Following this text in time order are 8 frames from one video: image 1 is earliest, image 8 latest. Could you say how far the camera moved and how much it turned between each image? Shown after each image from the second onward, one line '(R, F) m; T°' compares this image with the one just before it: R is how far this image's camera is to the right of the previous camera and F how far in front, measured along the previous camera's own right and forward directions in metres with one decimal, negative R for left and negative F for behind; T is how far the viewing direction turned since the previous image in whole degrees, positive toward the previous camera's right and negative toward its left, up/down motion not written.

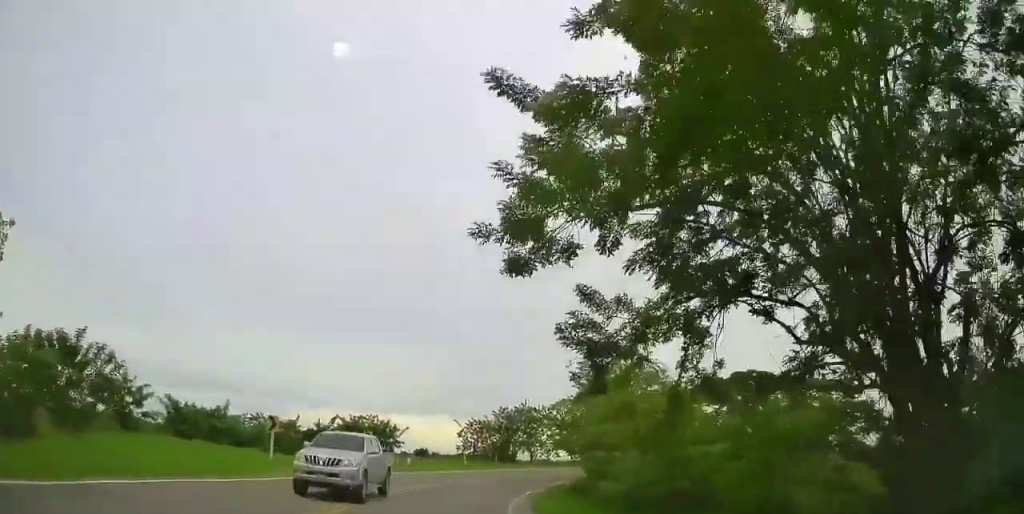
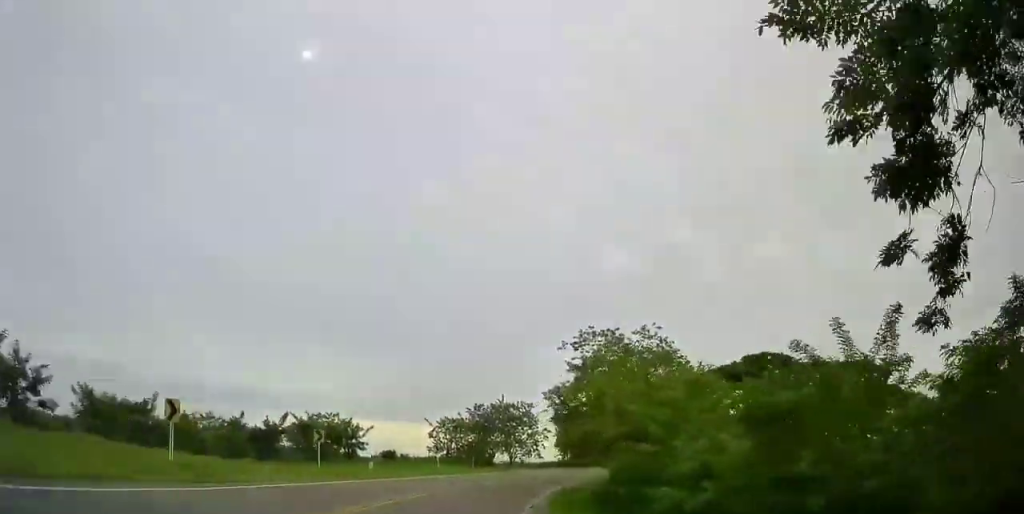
(-0.3, +8.2) m; -1°
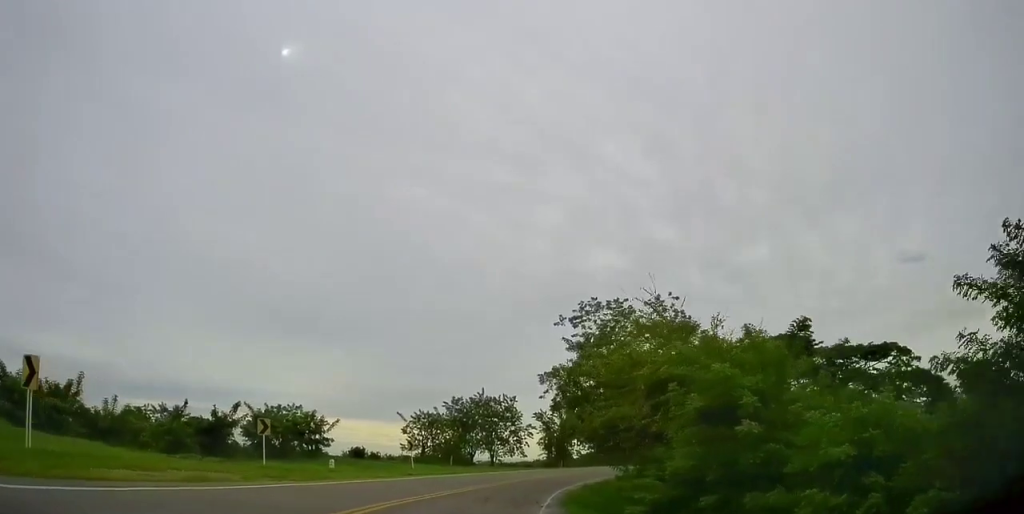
(-0.1, +7.0) m; -1°
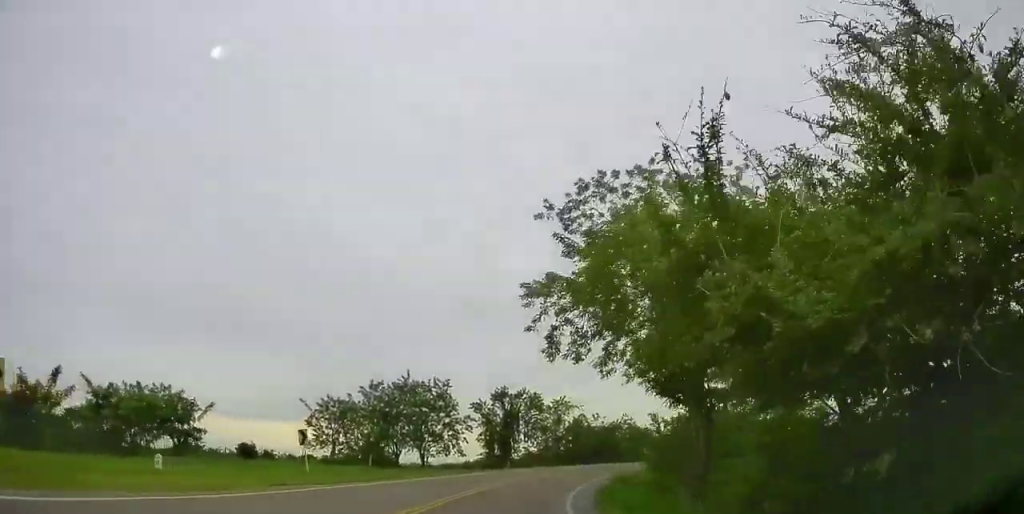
(+0.2, +15.2) m; +5°
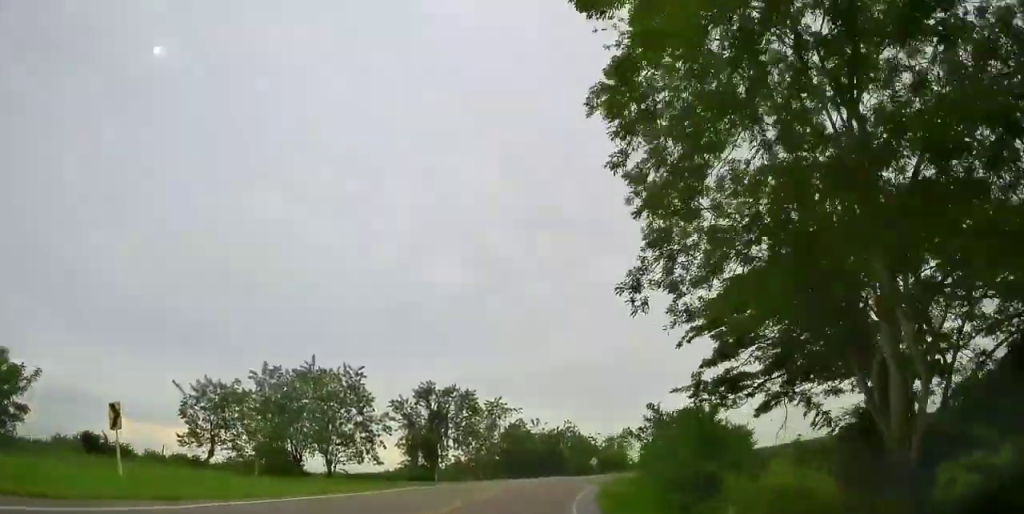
(+0.9, +12.2) m; +4°
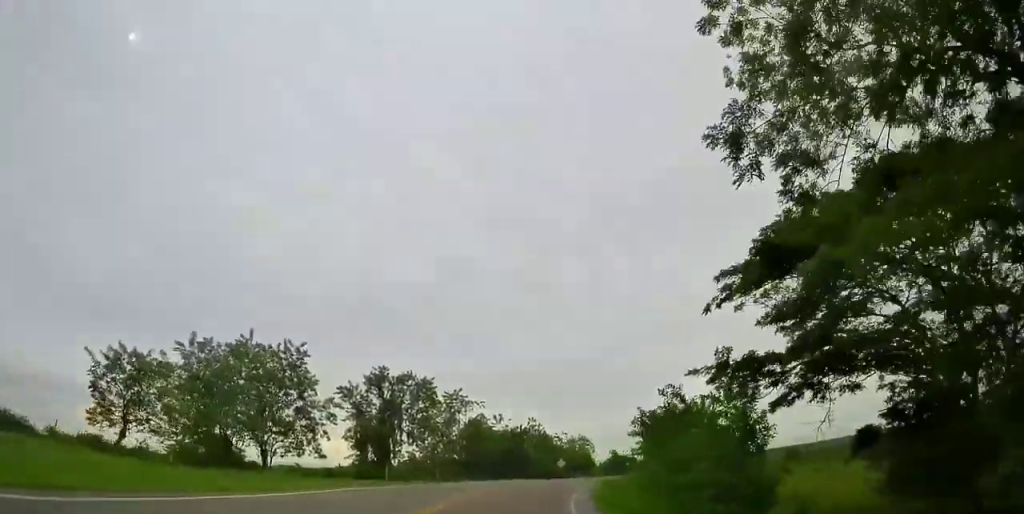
(0.0, +6.3) m; +4°
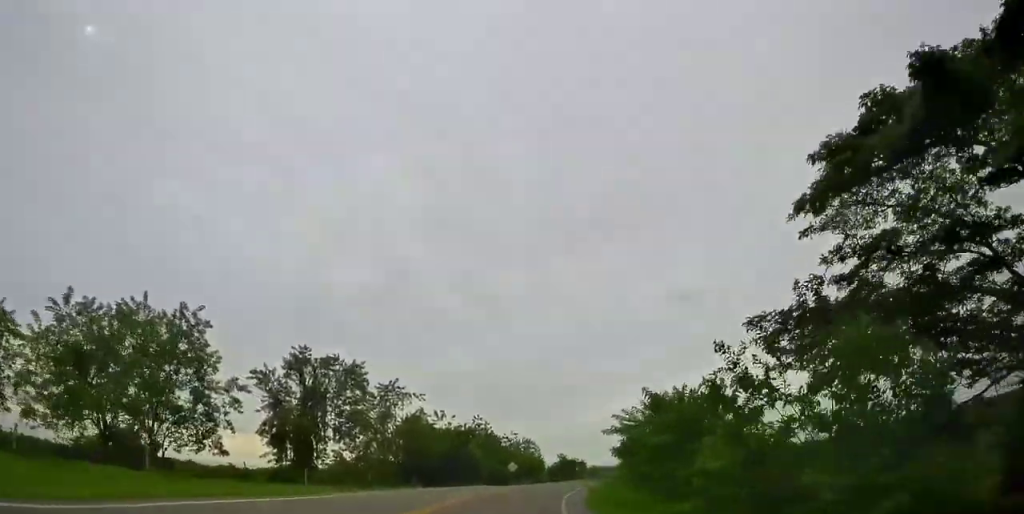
(-0.5, +8.5) m; +6°
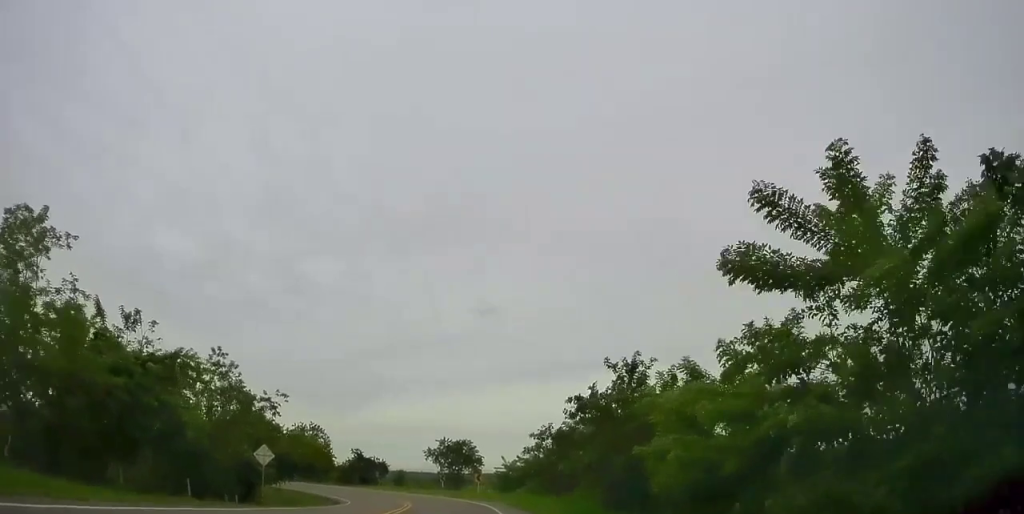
(+6.6, +29.9) m; +20°
